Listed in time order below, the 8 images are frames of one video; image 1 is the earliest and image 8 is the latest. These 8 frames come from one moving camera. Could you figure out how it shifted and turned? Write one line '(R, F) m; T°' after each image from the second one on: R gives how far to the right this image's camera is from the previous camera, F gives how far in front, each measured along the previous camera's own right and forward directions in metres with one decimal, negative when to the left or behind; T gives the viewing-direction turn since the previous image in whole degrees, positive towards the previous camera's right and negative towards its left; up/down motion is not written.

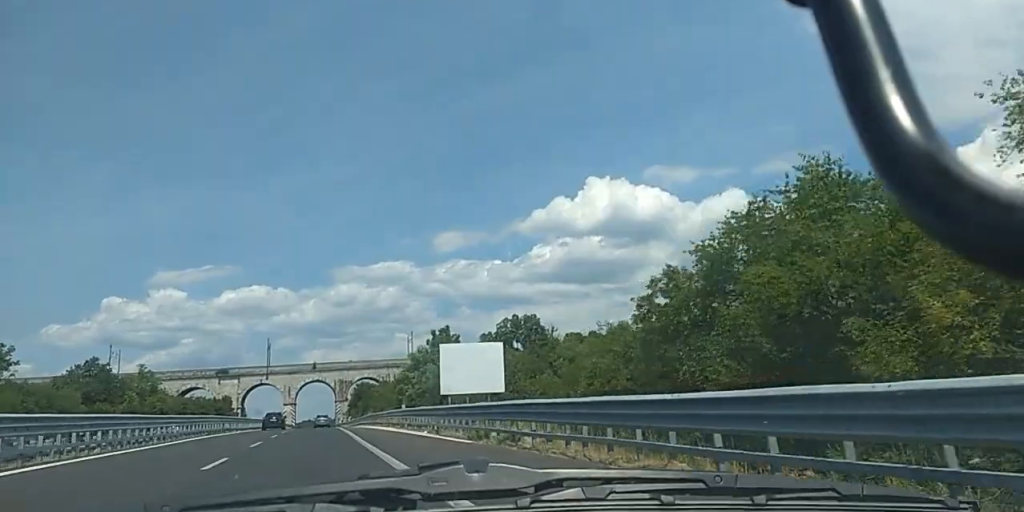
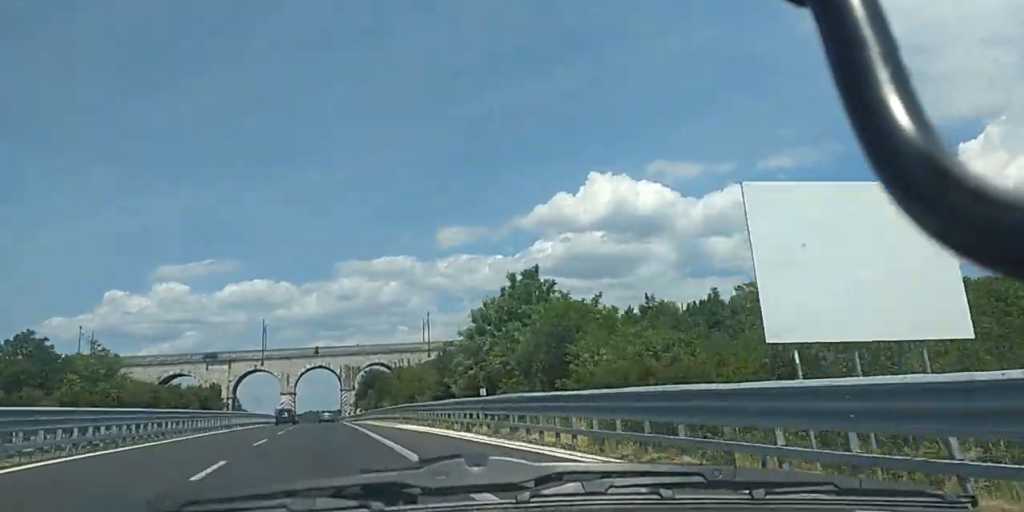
(0.0, +28.5) m; 0°
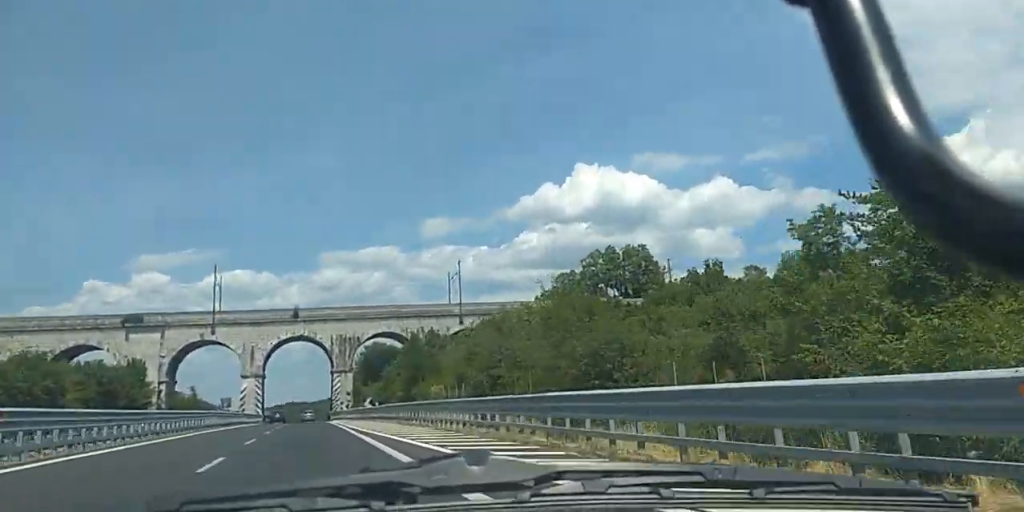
(+0.3, +58.3) m; 0°
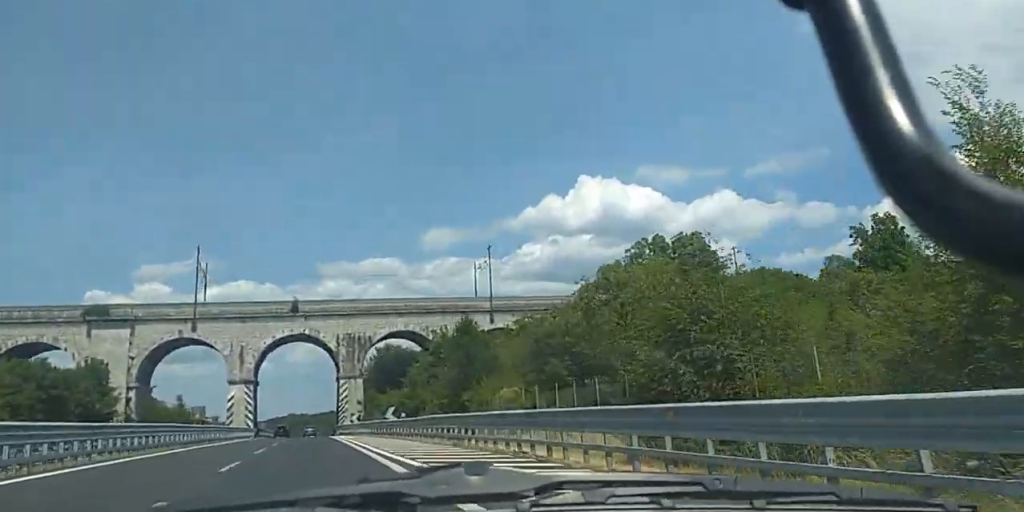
(0.0, +20.7) m; 0°
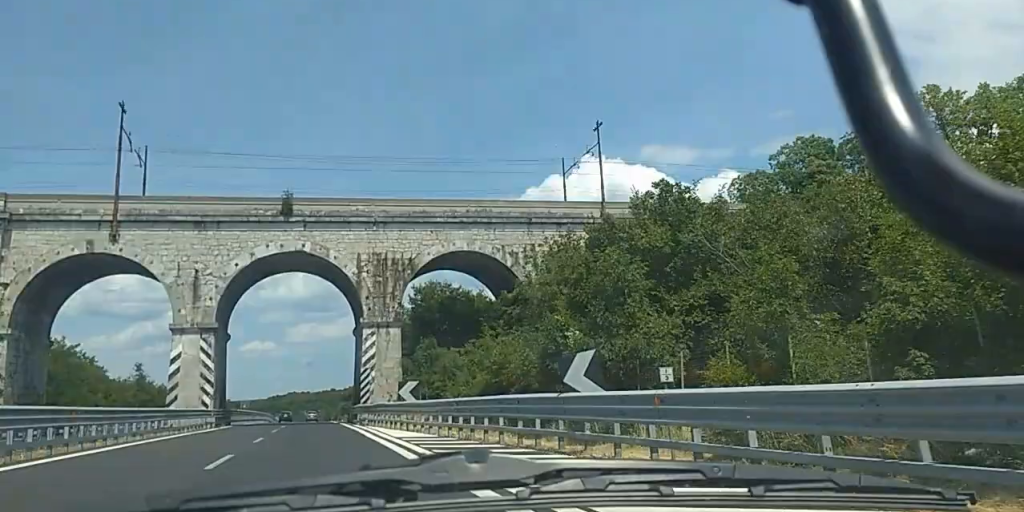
(0.0, +40.6) m; 0°
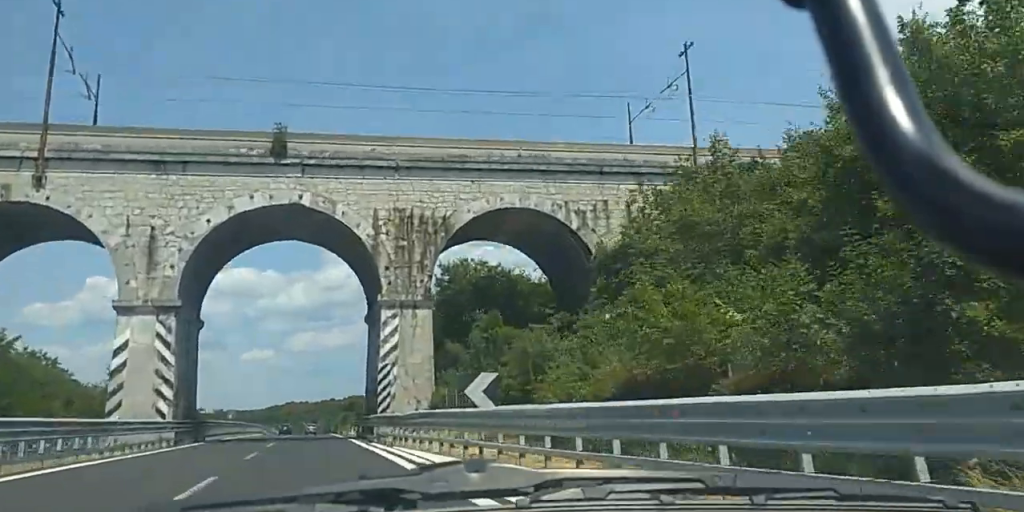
(0.0, +16.0) m; 0°
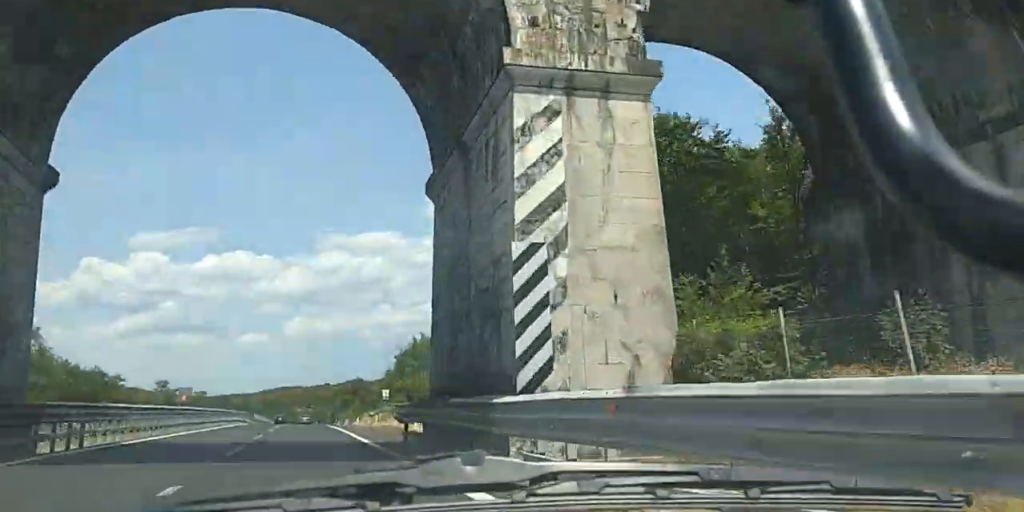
(0.0, +29.3) m; 0°
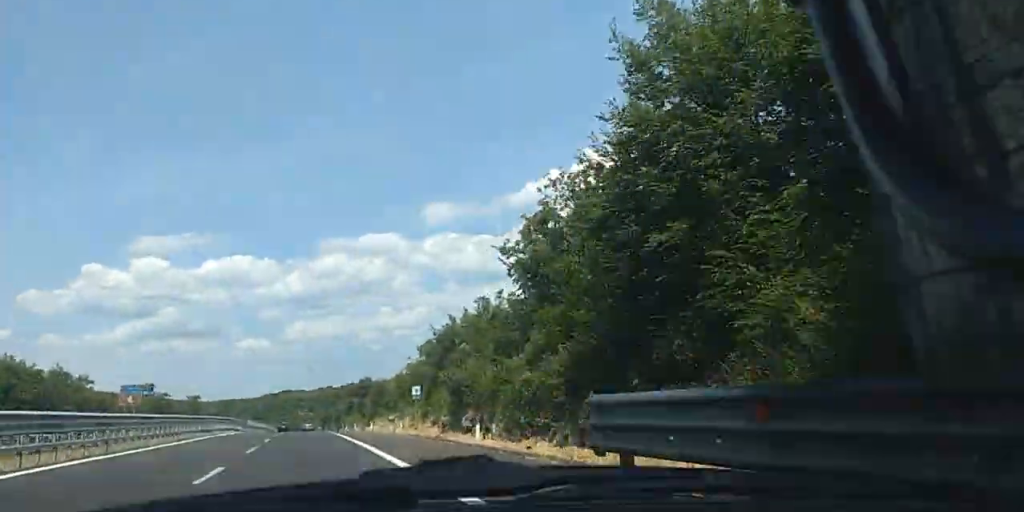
(0.0, +18.0) m; 0°
